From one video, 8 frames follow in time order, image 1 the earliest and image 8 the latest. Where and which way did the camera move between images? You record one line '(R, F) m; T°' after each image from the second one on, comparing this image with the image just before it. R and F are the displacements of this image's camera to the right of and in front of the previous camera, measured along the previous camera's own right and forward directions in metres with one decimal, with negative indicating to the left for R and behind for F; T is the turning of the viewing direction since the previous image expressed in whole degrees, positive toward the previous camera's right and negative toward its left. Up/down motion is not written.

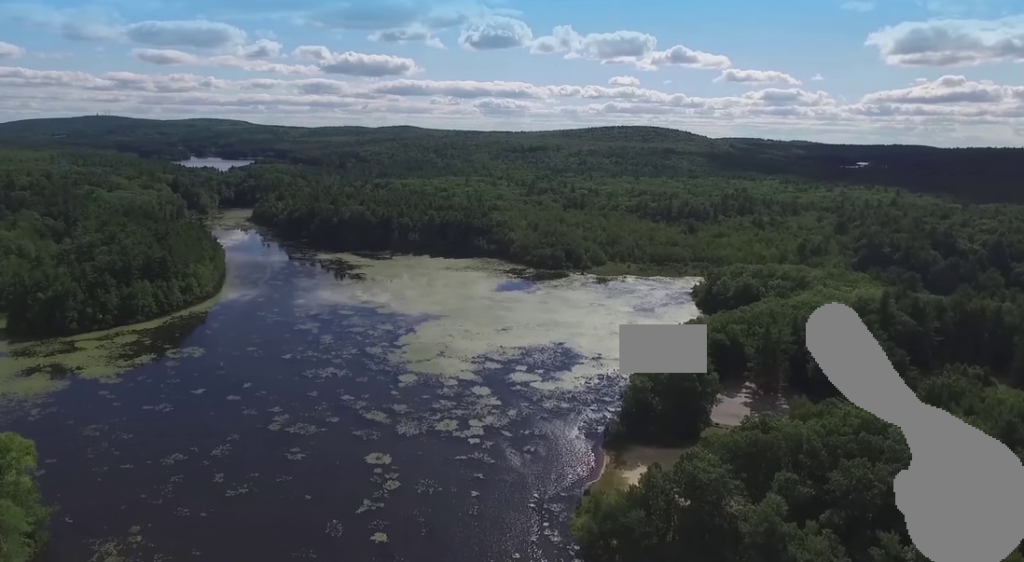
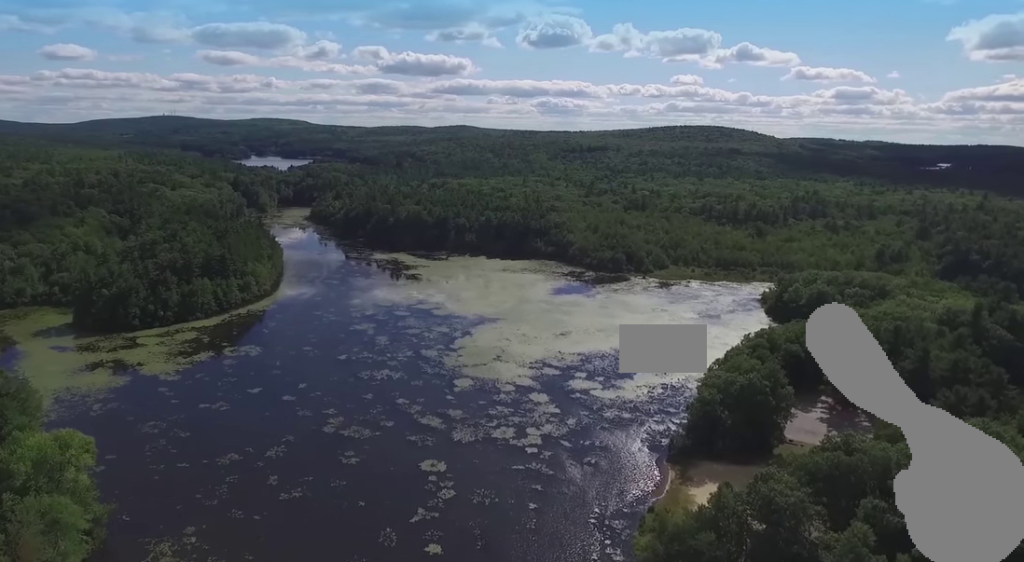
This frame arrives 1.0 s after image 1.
(-0.3, +5.2) m; -5°
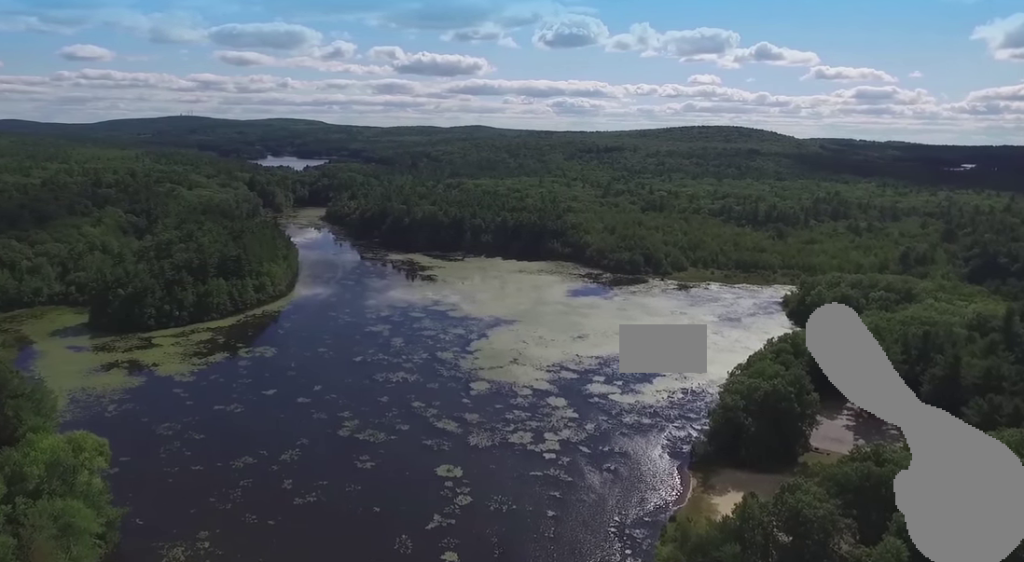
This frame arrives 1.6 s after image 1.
(-0.1, +3.0) m; -3°
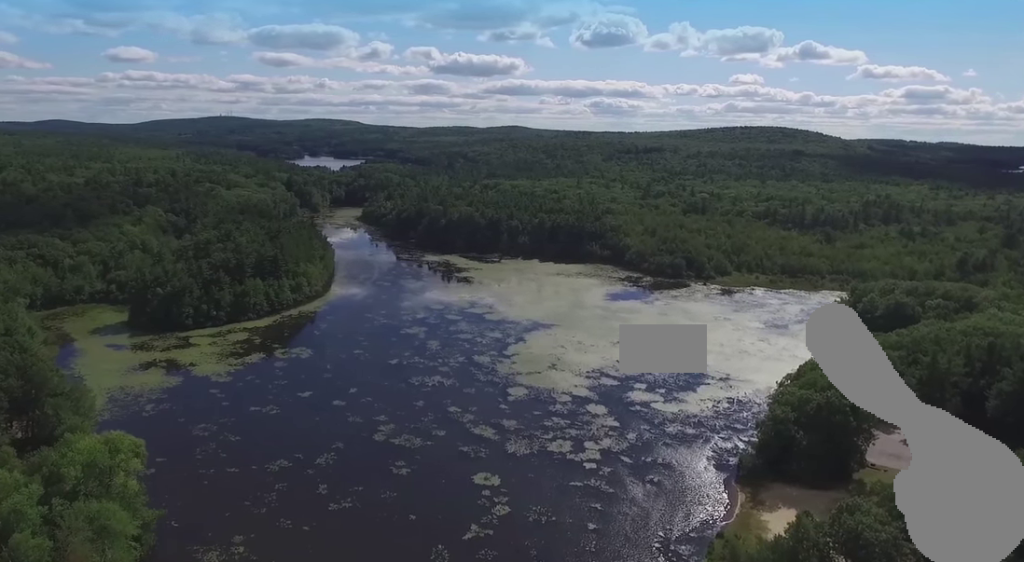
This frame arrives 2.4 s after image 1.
(-0.2, +3.8) m; -5°
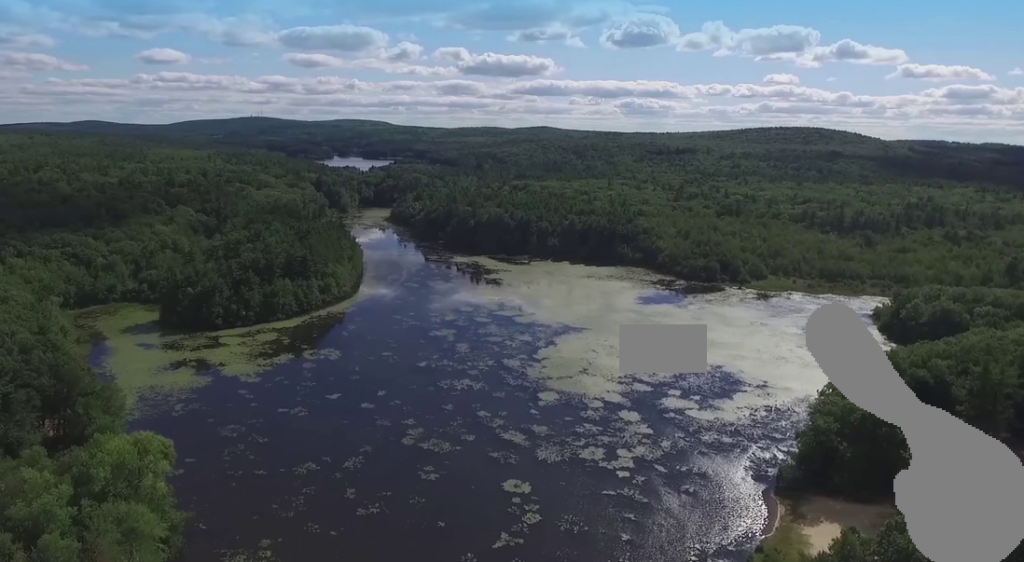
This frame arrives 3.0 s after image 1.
(-0.1, +3.0) m; -3°
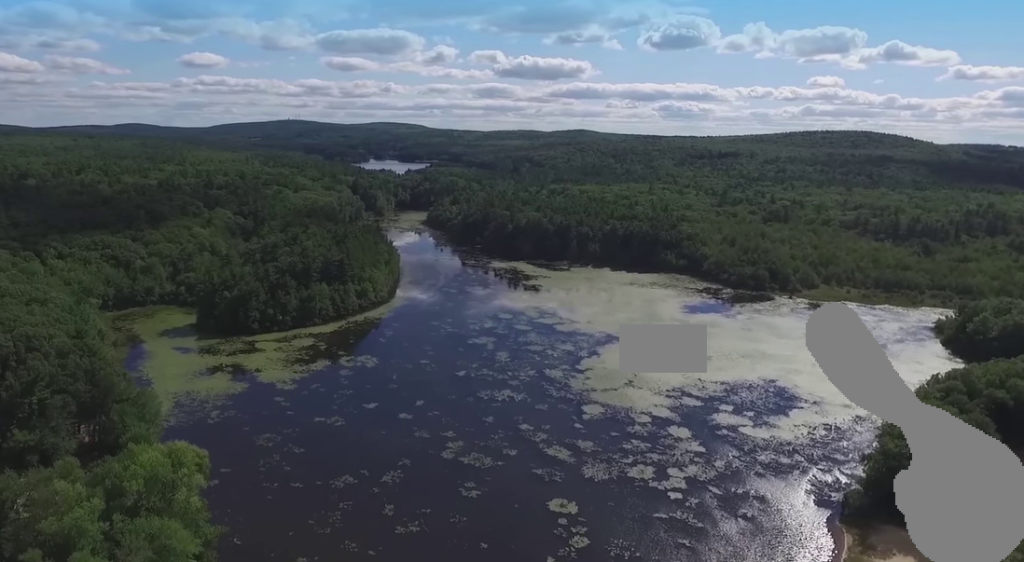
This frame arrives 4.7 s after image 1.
(-0.5, +8.1) m; -5°
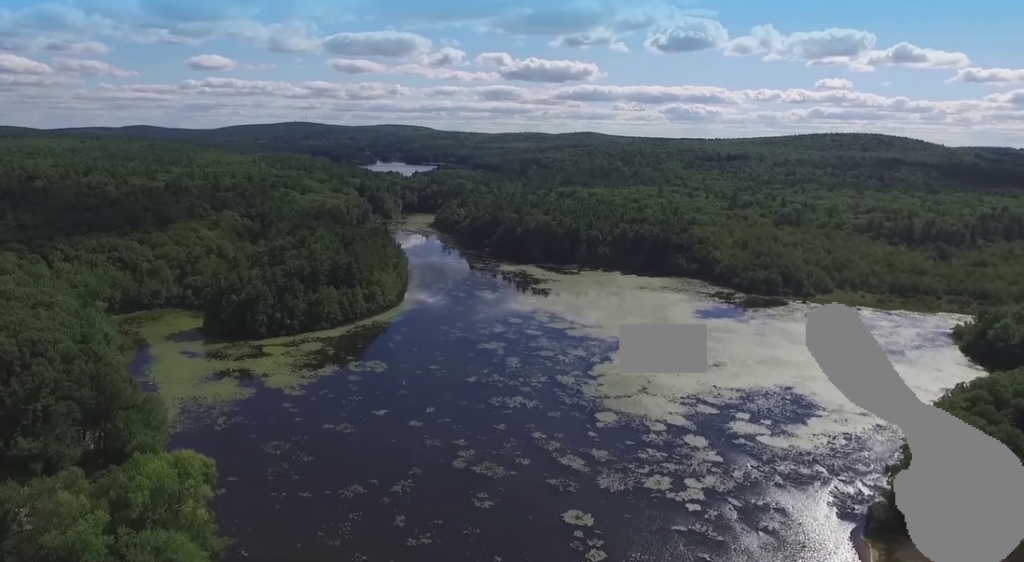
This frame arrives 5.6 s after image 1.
(0.0, +4.5) m; 0°
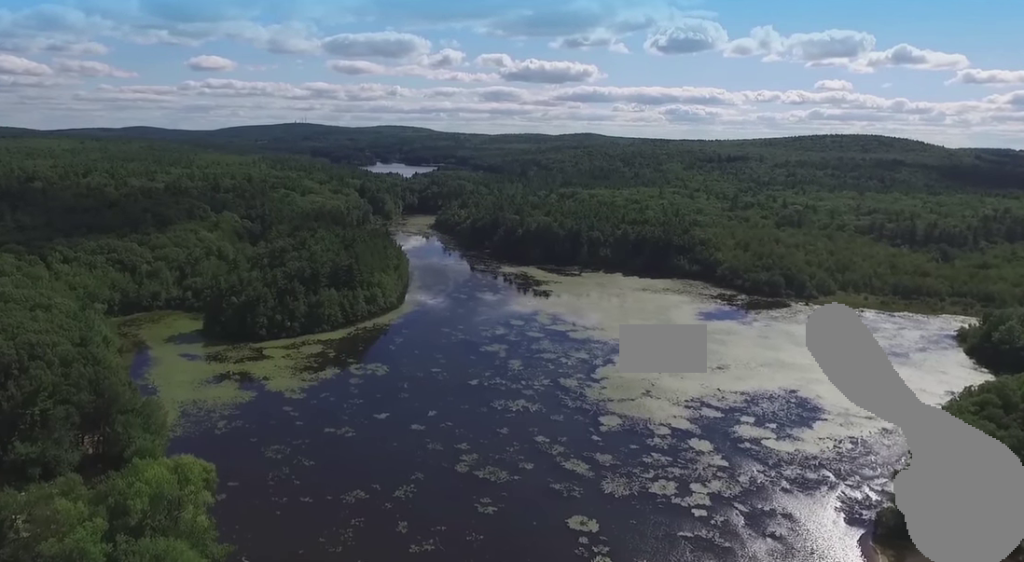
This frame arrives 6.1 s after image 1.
(0.0, +2.5) m; 0°
